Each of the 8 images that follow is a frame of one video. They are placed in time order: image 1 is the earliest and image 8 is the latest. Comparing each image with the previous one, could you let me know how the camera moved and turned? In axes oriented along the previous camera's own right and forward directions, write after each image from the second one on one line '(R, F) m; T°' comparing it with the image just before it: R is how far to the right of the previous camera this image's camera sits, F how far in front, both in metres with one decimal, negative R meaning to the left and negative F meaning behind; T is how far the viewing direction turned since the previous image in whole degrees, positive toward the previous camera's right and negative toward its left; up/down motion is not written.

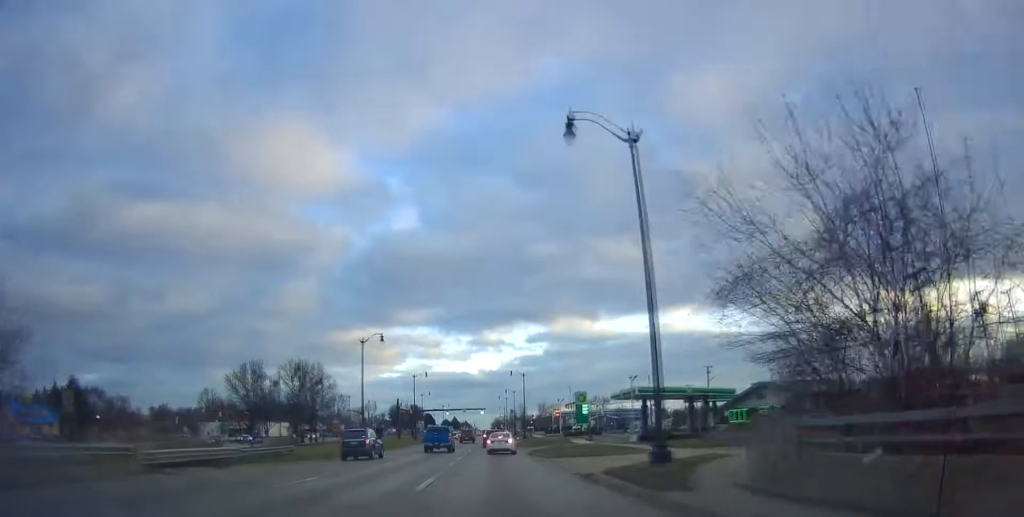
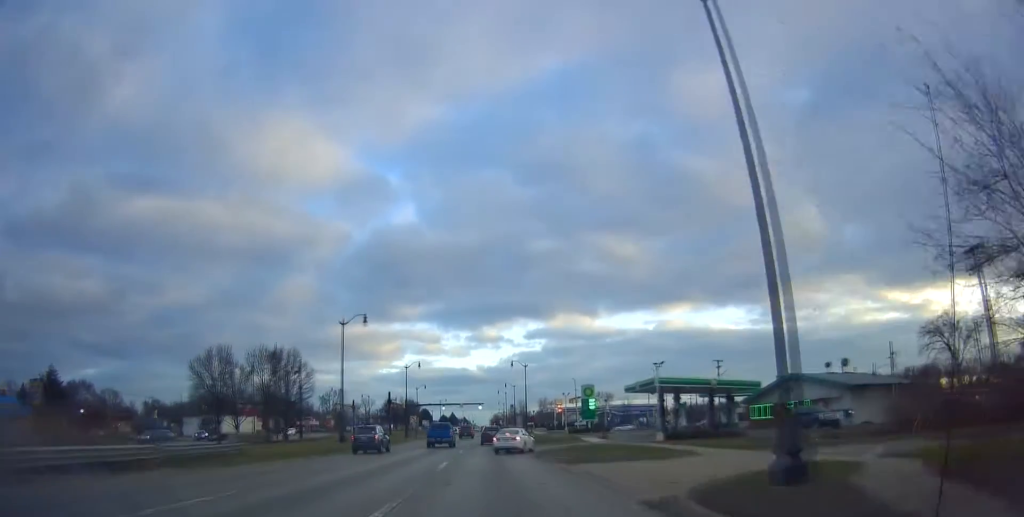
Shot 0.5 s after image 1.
(0.0, +7.6) m; 0°
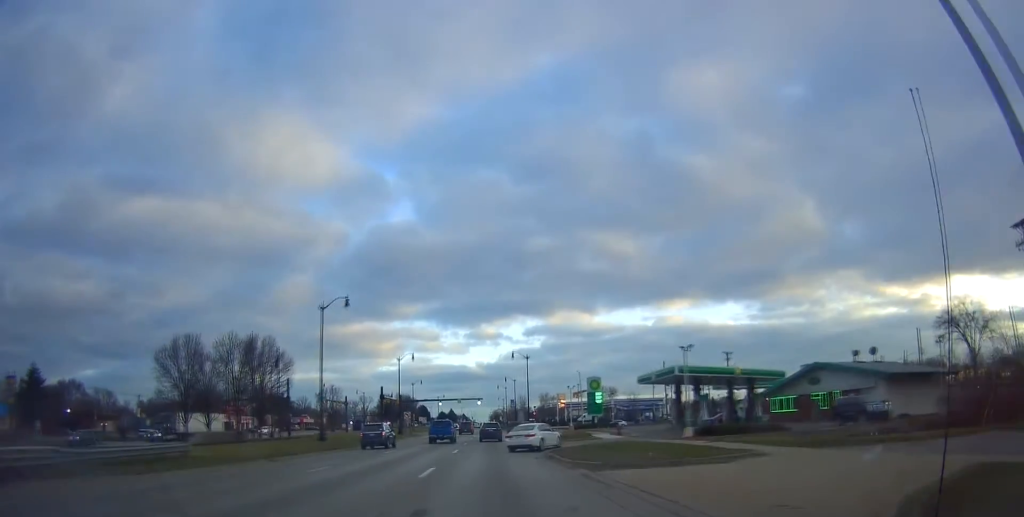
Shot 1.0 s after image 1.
(0.0, +6.1) m; 0°
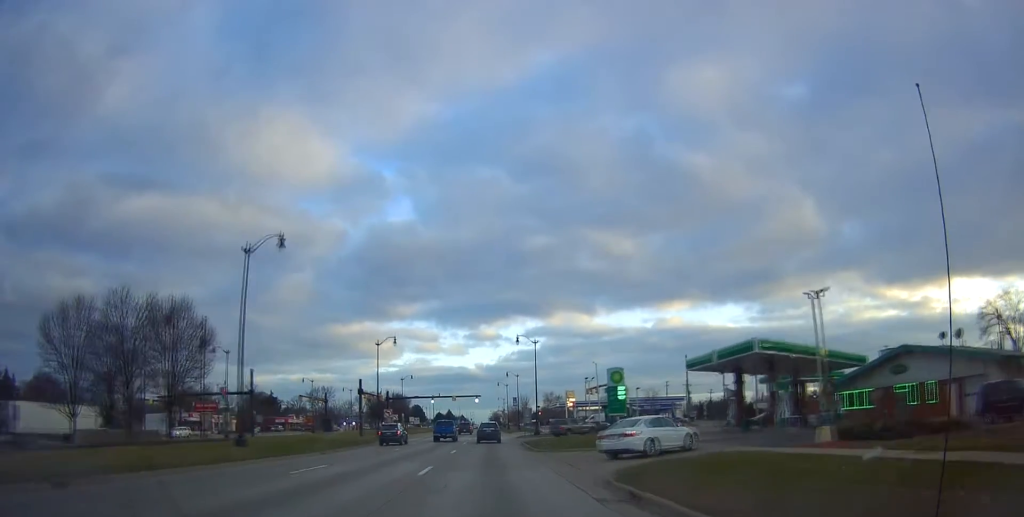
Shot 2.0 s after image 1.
(-0.1, +14.6) m; -2°
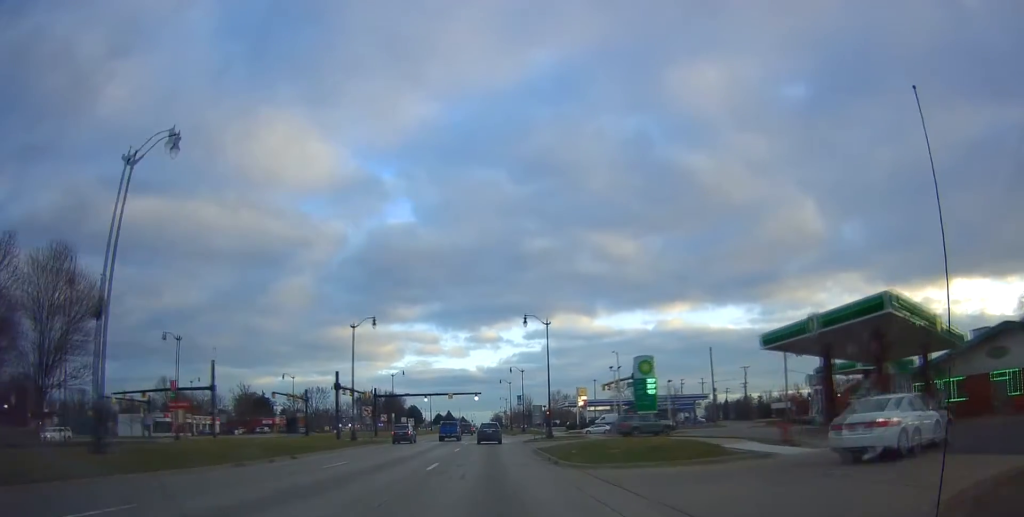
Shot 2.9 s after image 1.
(-0.3, +12.3) m; 0°
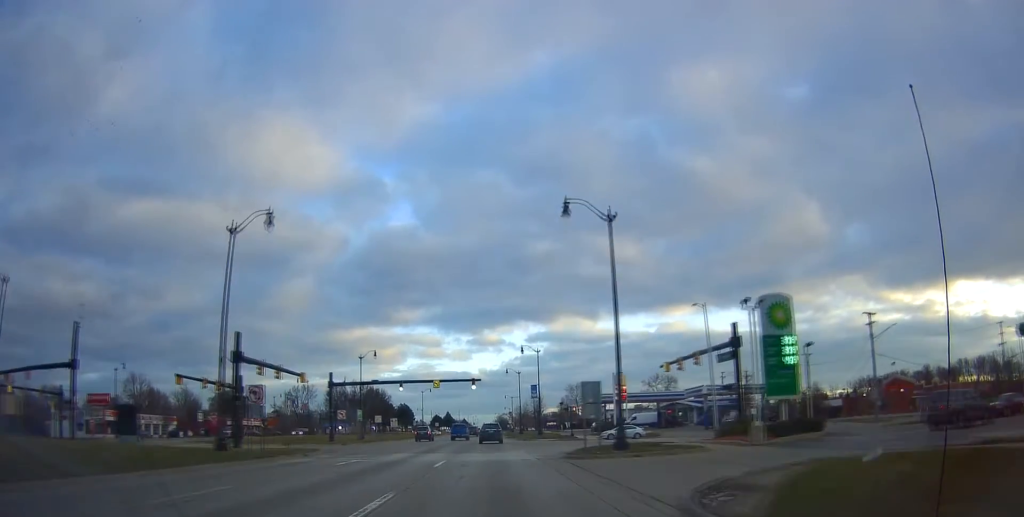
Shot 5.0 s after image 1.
(-0.9, +27.0) m; -2°
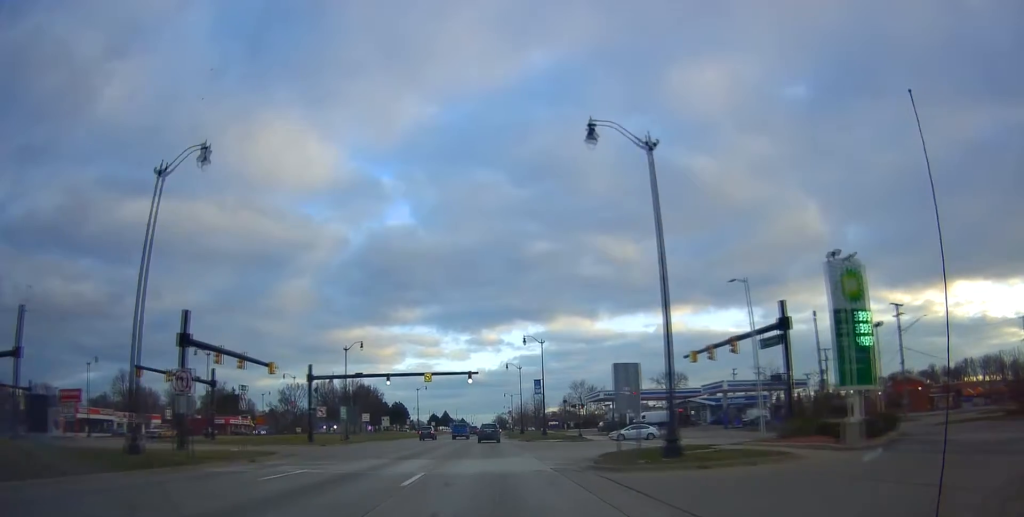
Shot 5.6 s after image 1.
(+0.4, +7.1) m; +2°
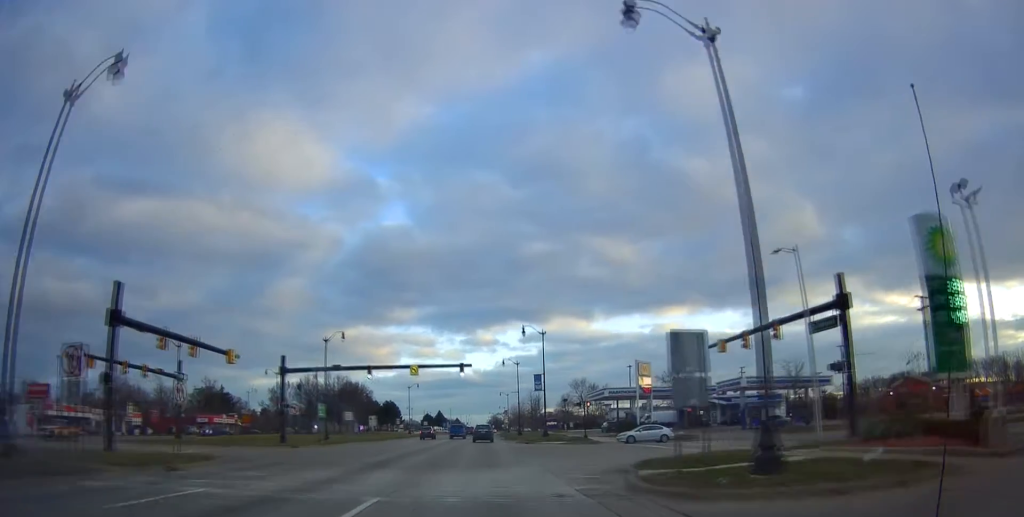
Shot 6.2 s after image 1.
(+0.2, +6.7) m; +3°
